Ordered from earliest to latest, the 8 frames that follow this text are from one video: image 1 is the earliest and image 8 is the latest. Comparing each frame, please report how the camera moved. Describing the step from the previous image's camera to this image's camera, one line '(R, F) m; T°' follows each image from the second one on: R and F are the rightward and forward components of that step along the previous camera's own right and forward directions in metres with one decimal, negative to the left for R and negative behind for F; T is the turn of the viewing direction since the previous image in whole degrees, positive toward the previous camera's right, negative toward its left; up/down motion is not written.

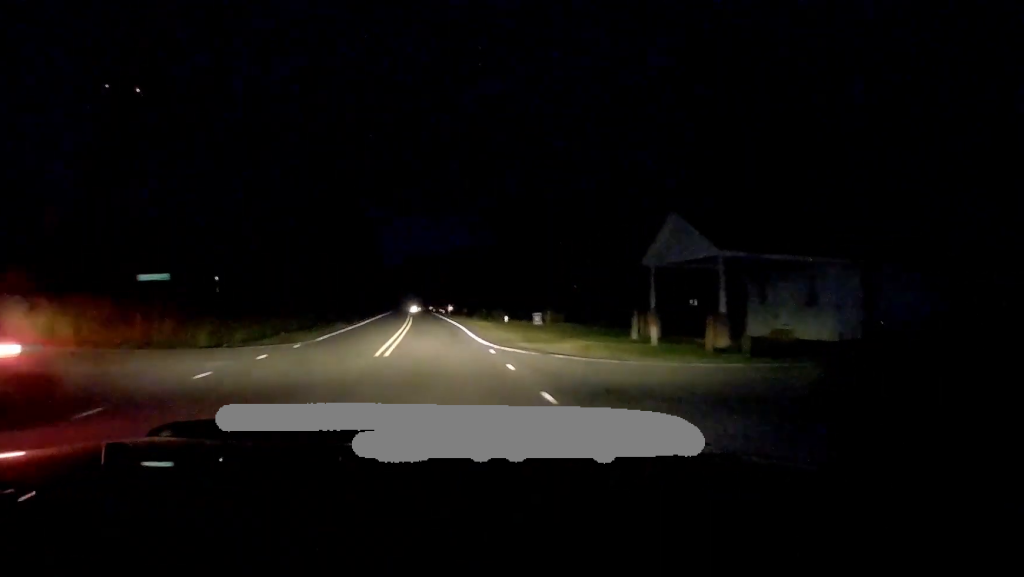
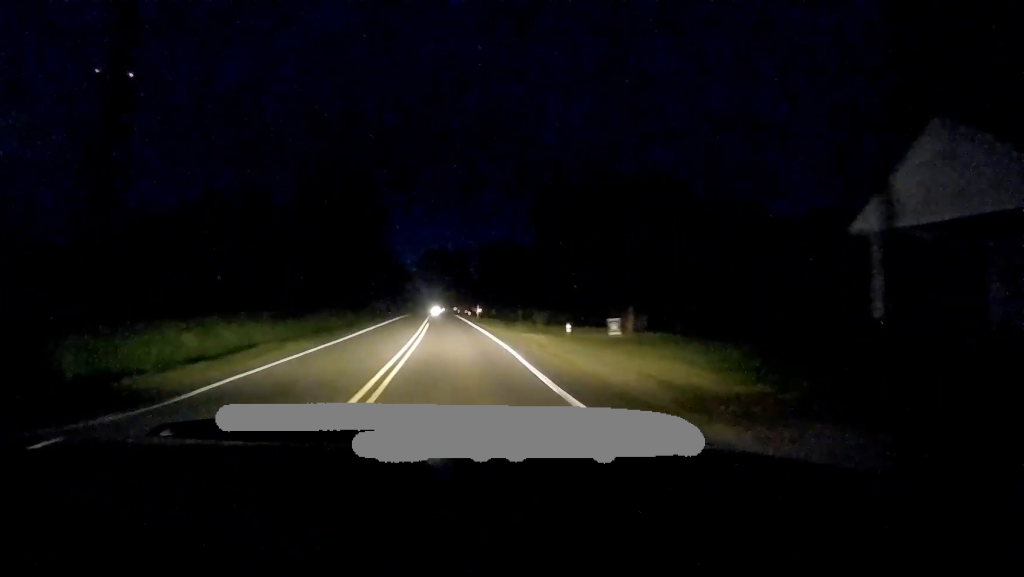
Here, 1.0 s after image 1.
(+0.5, +14.8) m; 0°
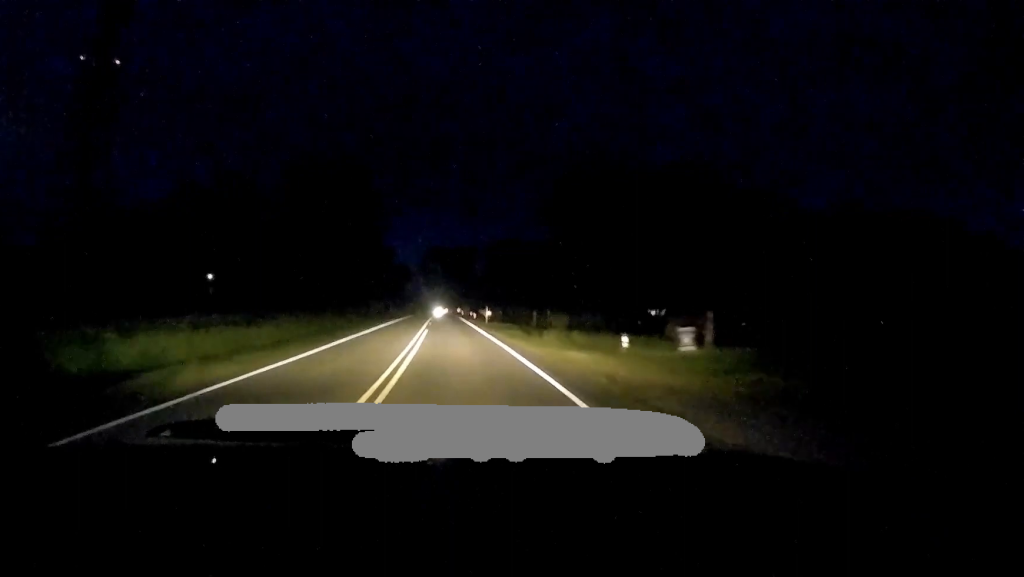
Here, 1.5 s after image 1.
(-0.3, +8.0) m; 0°
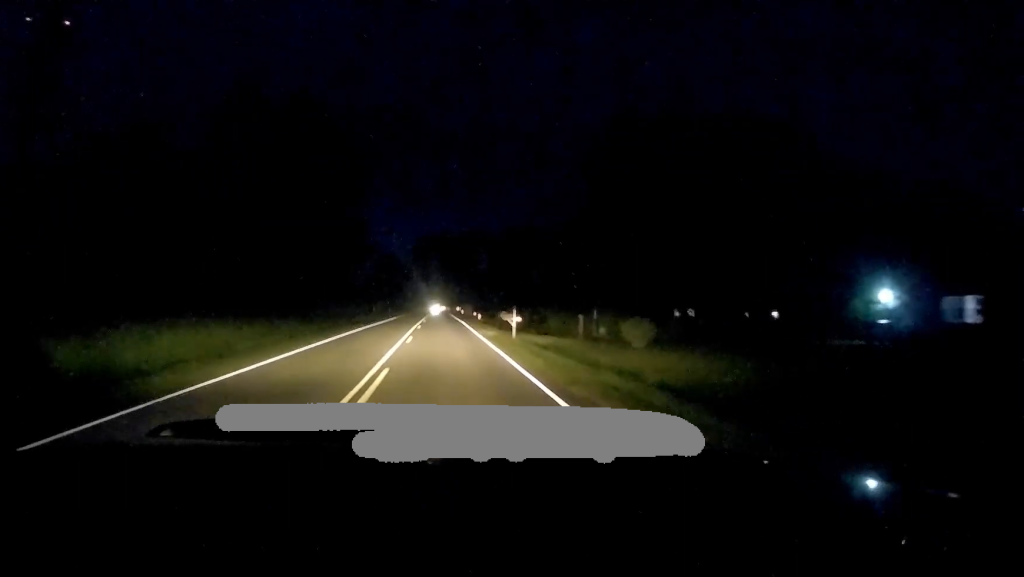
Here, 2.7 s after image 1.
(+0.3, +18.8) m; -1°
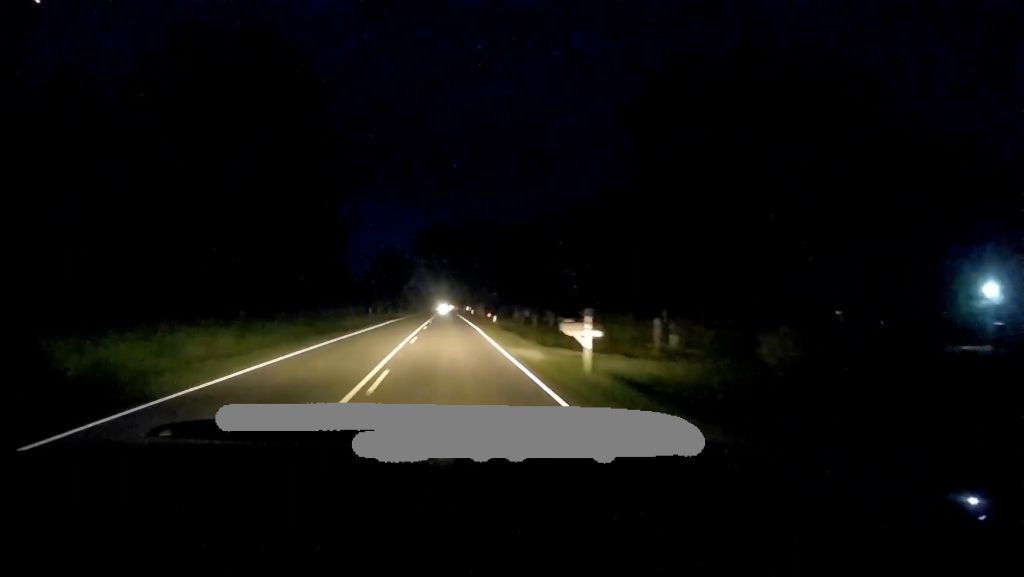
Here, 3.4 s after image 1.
(-0.4, +11.6) m; -2°
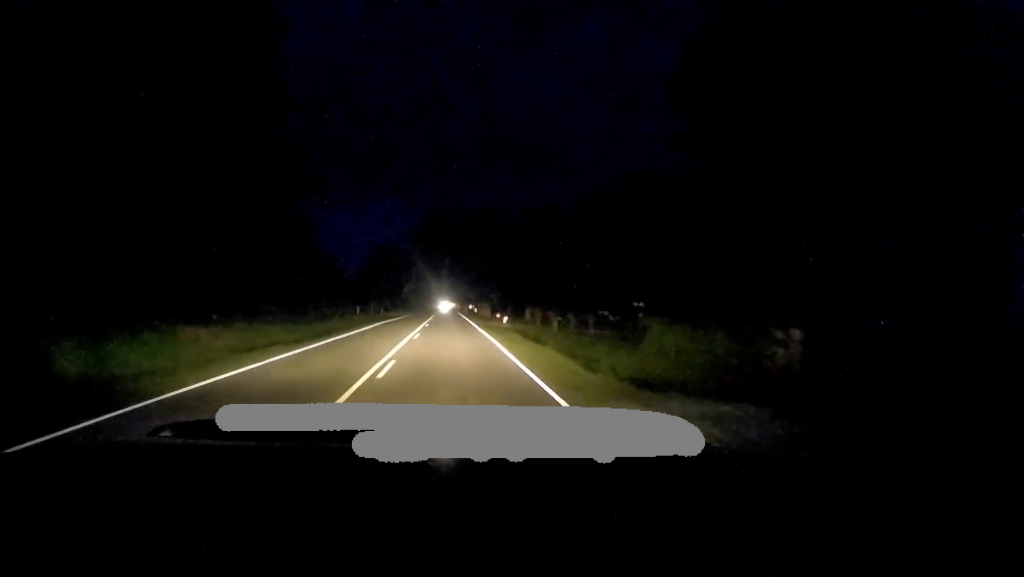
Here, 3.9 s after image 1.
(-0.2, +9.6) m; -1°
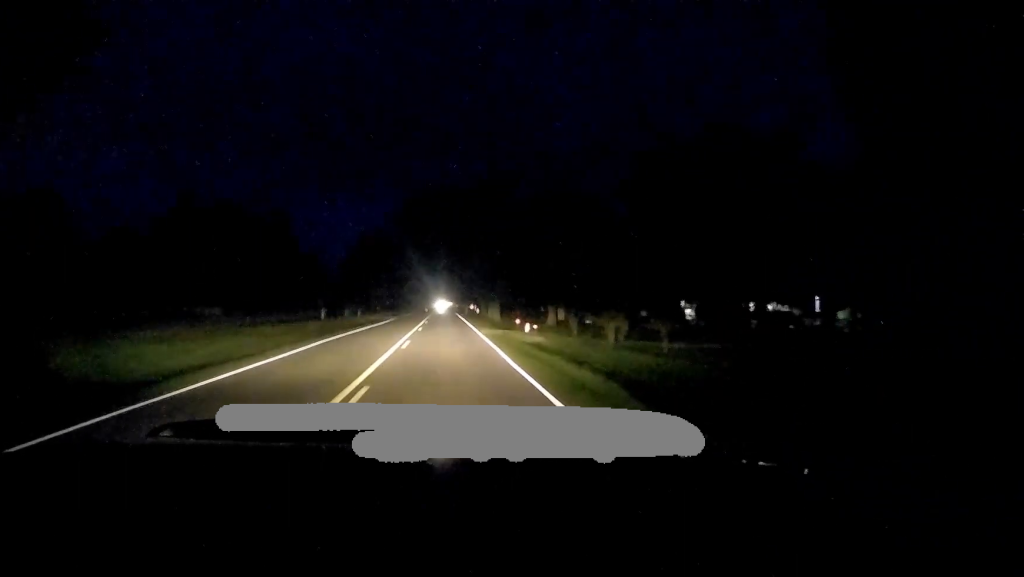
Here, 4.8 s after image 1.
(-0.1, +15.7) m; +2°
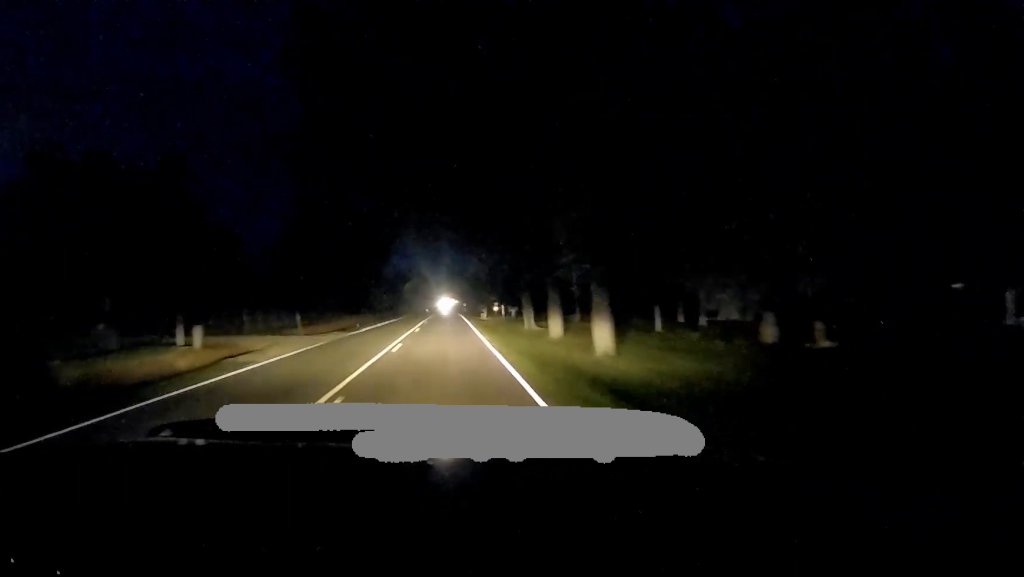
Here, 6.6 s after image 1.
(+0.1, +36.5) m; -2°
